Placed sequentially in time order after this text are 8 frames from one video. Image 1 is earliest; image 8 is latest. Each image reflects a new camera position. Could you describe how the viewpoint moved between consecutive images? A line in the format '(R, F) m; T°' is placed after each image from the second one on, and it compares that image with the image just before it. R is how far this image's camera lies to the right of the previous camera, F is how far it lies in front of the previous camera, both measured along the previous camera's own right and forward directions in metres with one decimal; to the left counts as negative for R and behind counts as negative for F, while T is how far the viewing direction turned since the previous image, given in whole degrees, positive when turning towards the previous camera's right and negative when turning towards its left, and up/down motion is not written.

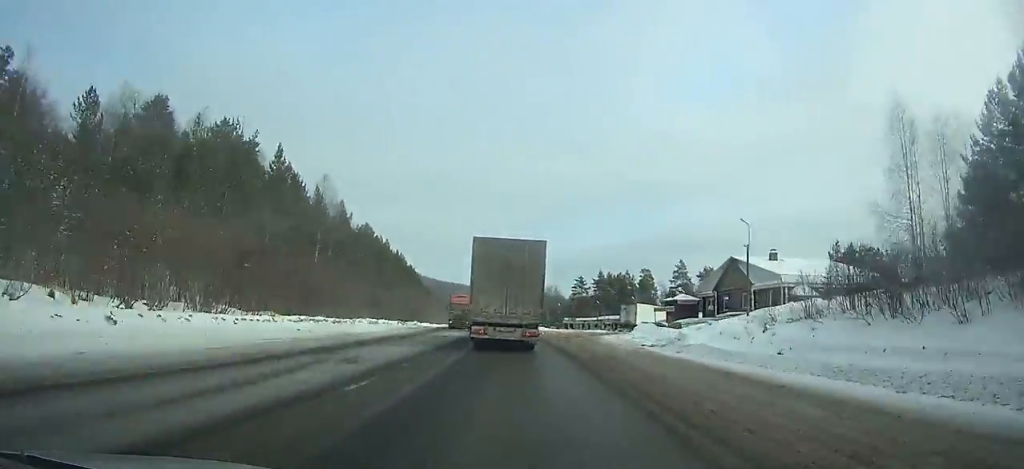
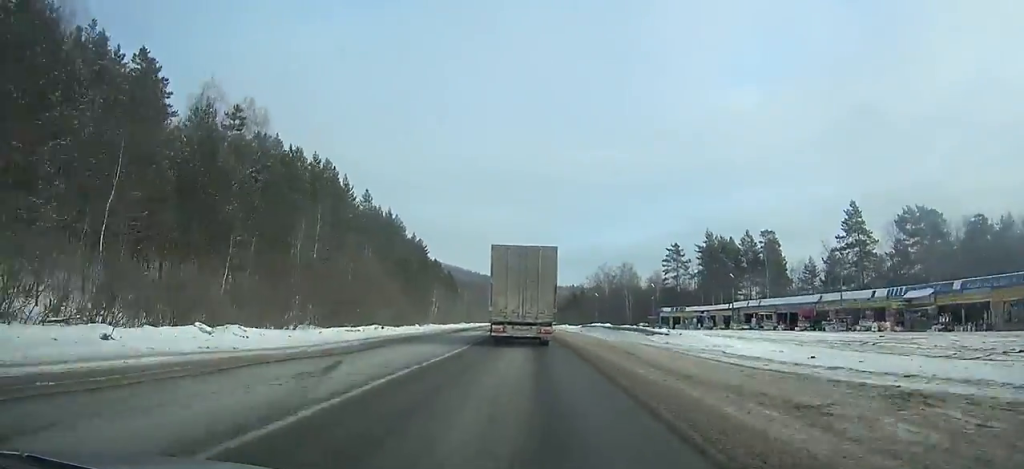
(-3.9, +67.2) m; -6°
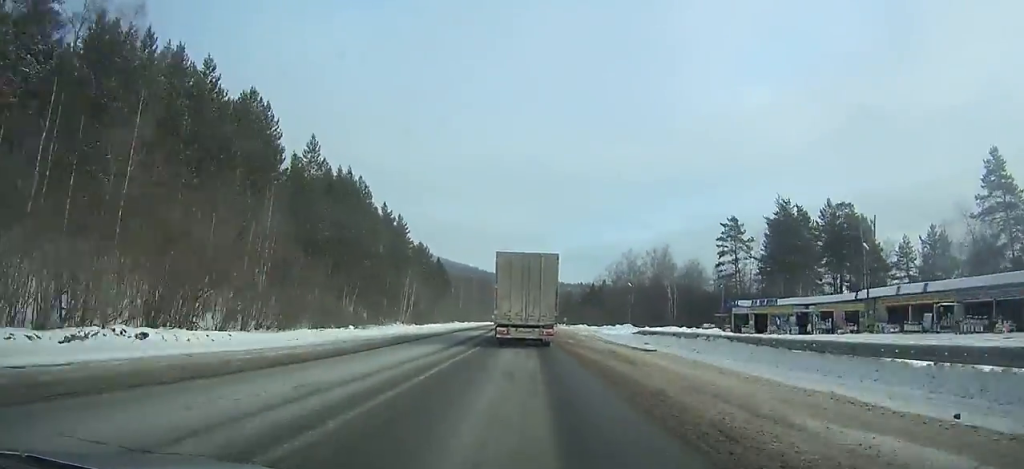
(-0.5, +31.6) m; -1°
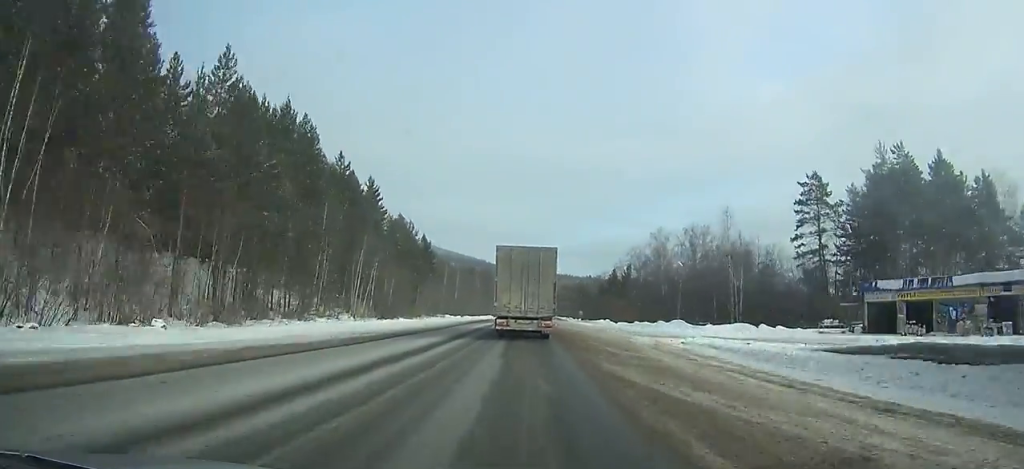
(-0.1, +25.1) m; -1°
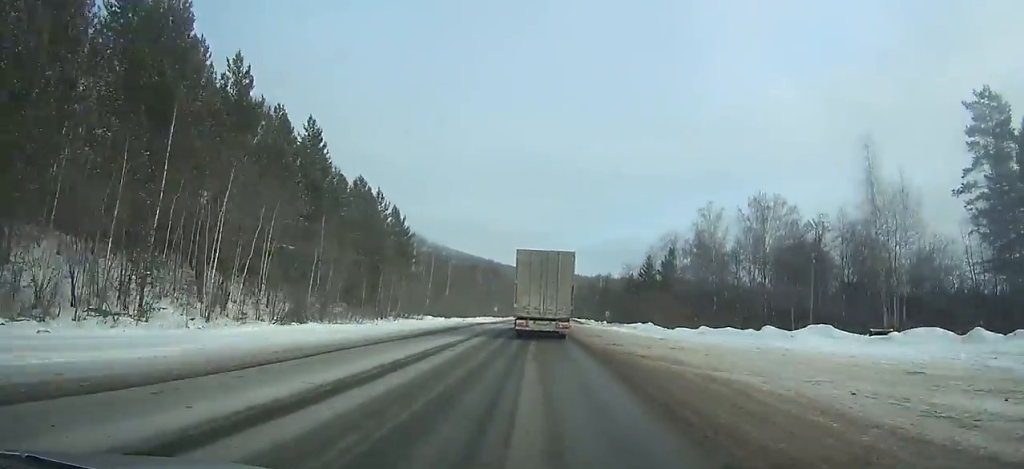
(-0.1, +27.6) m; 0°
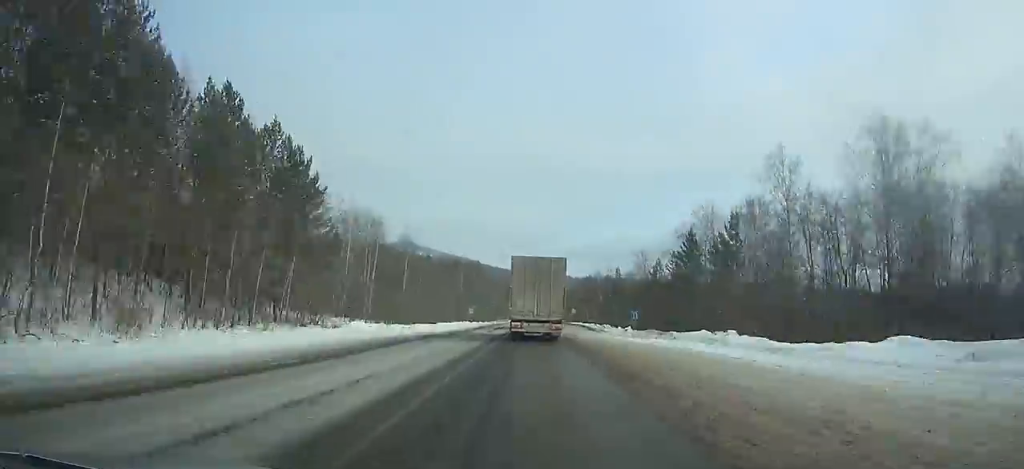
(-0.1, +31.2) m; 0°
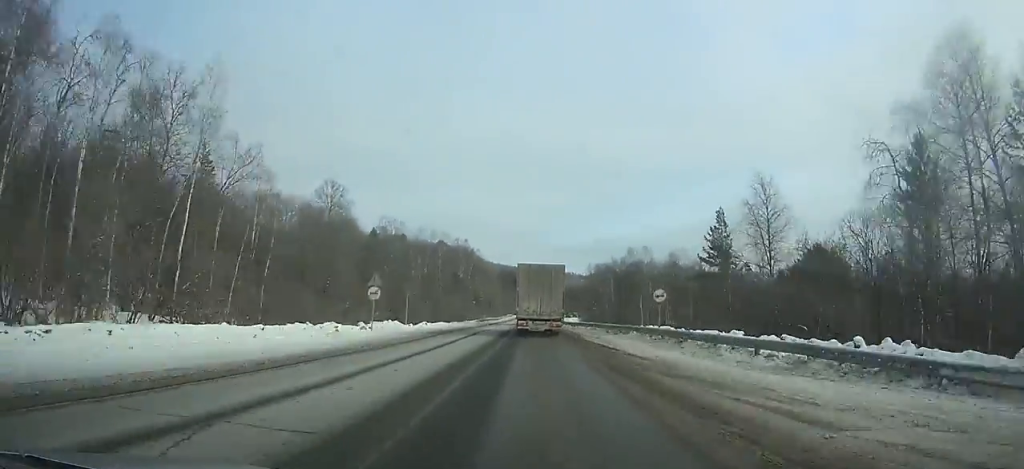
(+0.2, +57.0) m; 0°
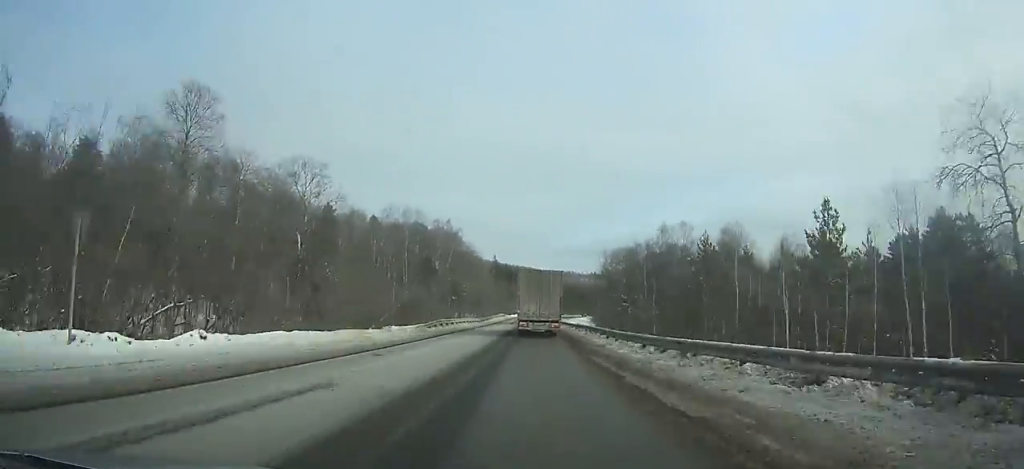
(-0.2, +38.2) m; 0°
